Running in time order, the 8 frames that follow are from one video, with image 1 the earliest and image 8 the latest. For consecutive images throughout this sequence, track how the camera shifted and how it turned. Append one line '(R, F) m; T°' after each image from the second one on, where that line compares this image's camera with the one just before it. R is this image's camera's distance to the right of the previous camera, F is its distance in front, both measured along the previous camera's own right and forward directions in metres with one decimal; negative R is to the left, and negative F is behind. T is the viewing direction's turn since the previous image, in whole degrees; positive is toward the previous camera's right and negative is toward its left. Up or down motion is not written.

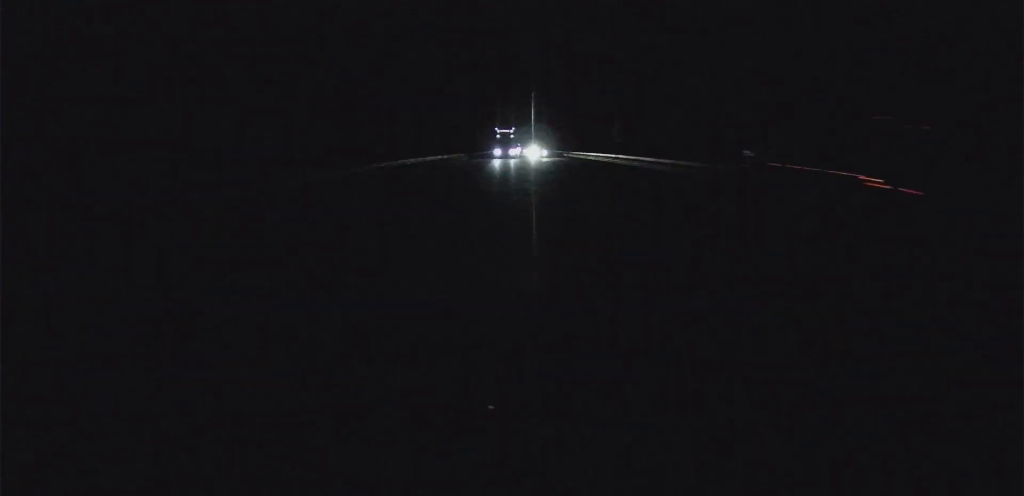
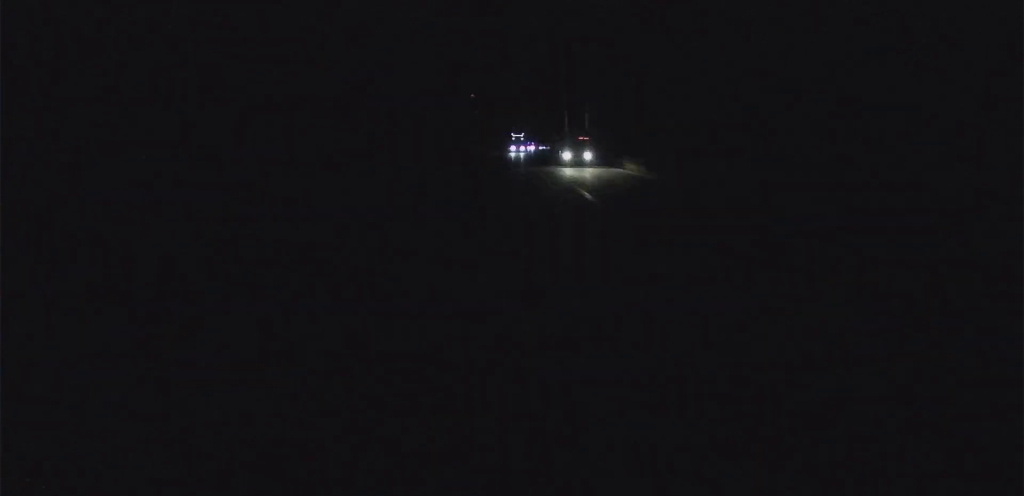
(-8.7, +275.7) m; -4°
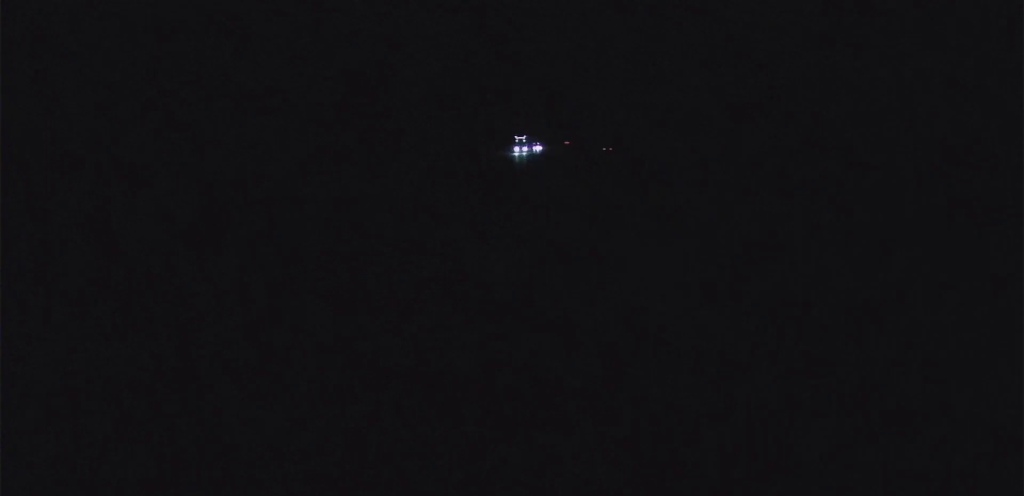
(-2.5, +124.9) m; -2°
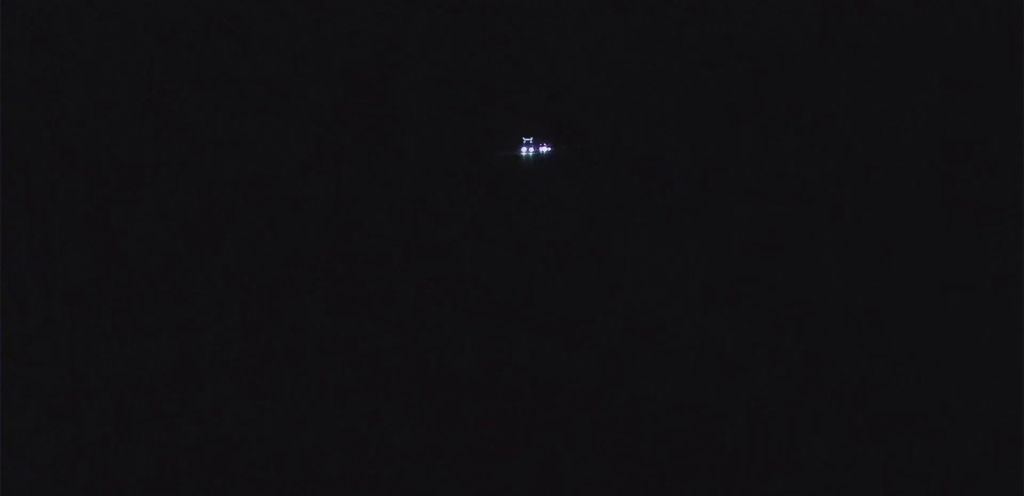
(-2.4, +131.4) m; -2°
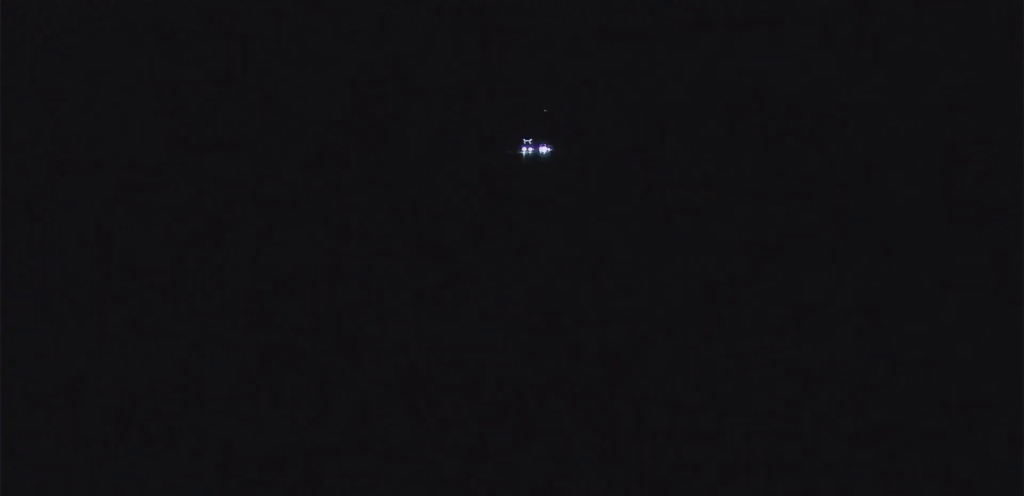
(-3.7, +182.0) m; -3°
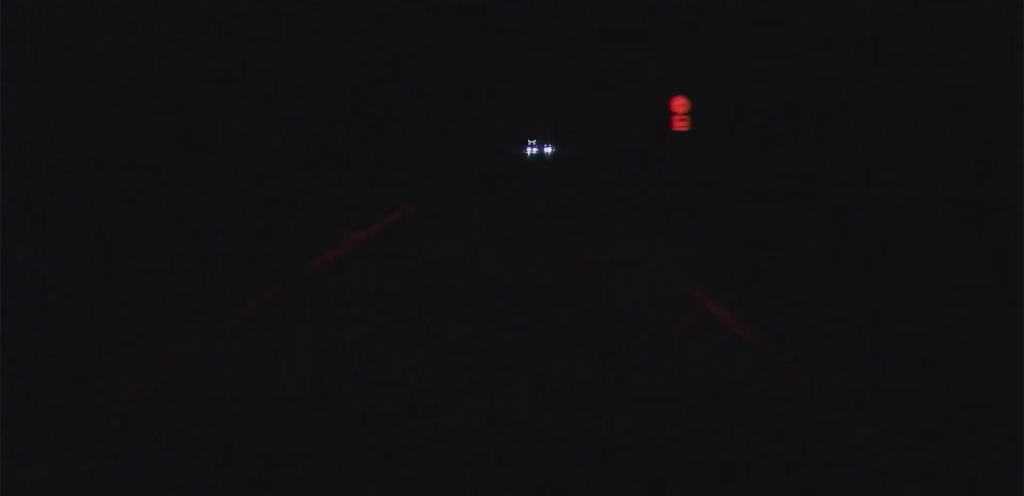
(-1.6, +66.7) m; -2°
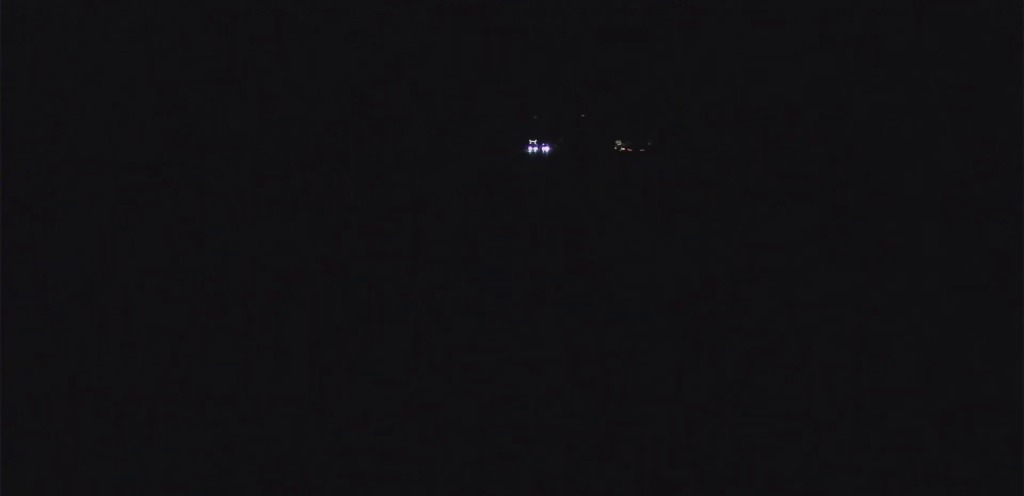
(-2.4, +106.2) m; -3°
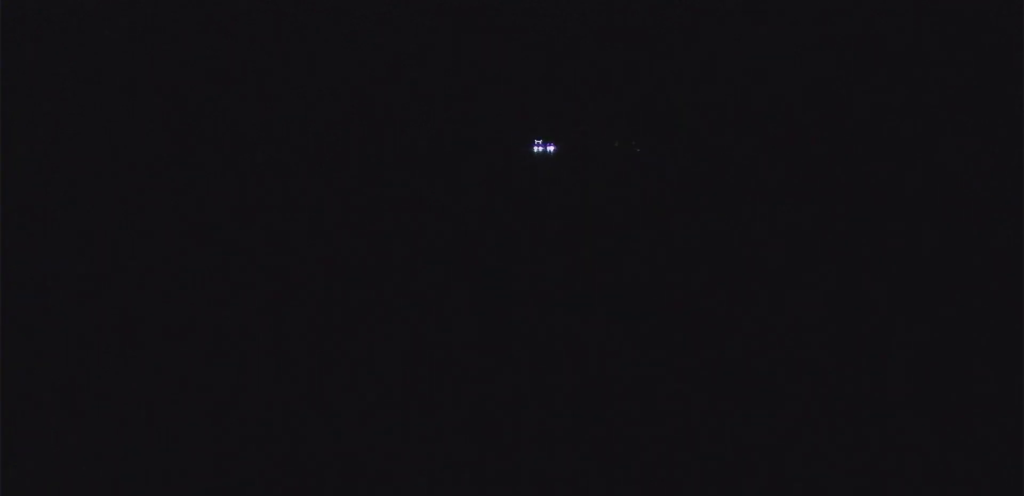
(+0.5, +53.0) m; -1°
